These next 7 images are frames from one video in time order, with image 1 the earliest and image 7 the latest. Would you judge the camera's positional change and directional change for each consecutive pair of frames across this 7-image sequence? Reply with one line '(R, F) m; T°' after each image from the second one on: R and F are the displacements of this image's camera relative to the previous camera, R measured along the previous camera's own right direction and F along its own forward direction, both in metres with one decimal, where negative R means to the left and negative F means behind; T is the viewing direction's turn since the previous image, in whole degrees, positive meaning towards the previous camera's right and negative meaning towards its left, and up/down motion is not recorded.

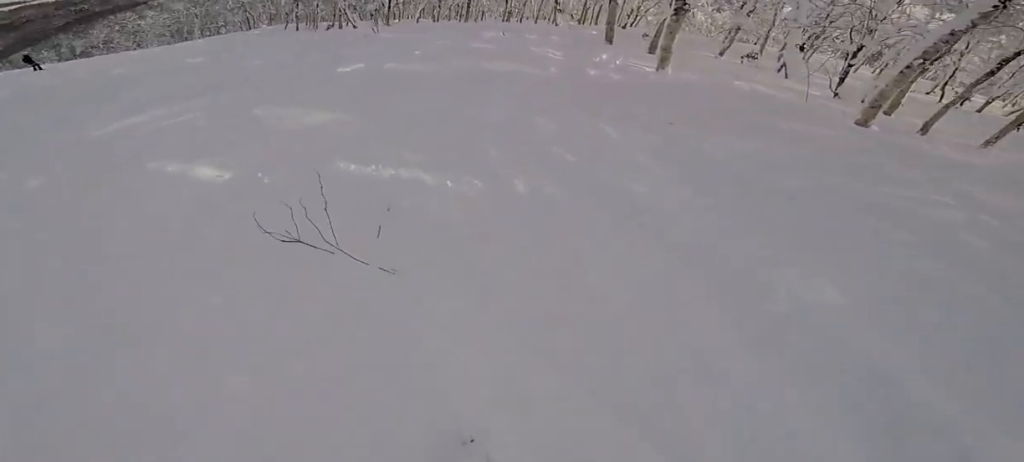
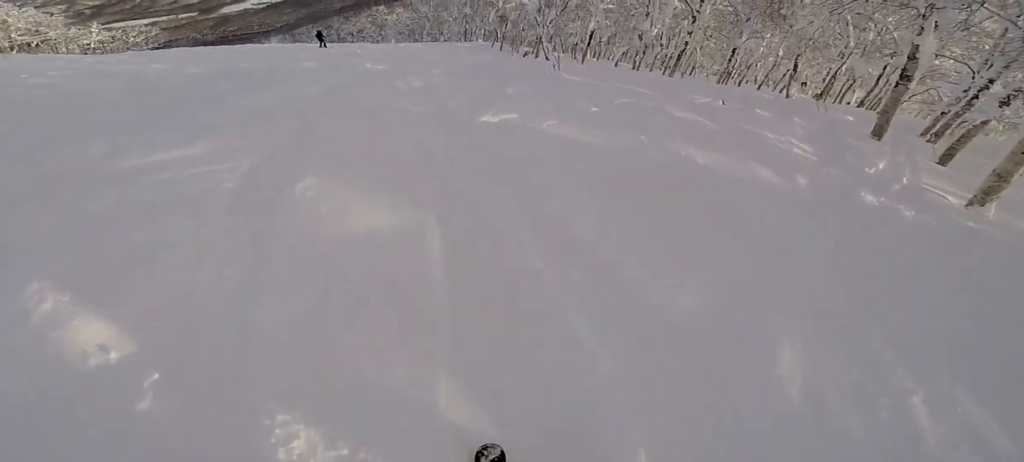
(-0.1, +2.4) m; -29°
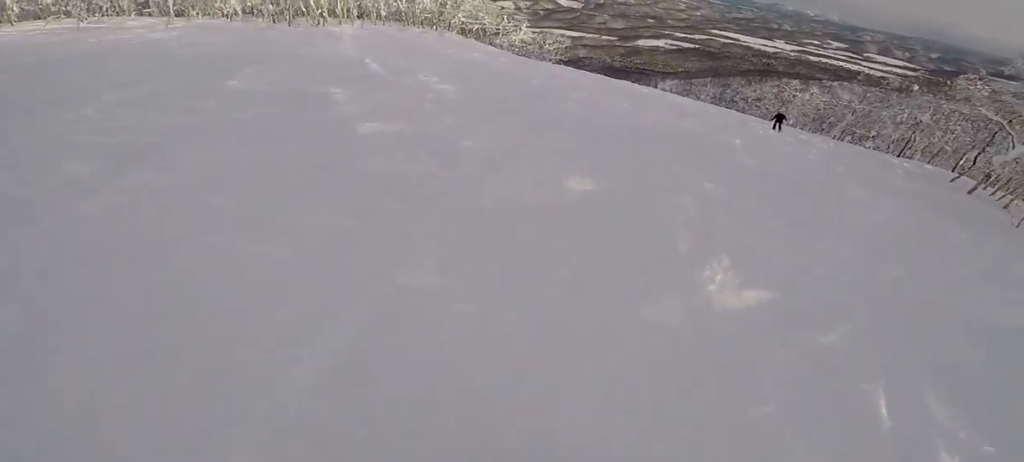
(-1.7, +9.4) m; -18°
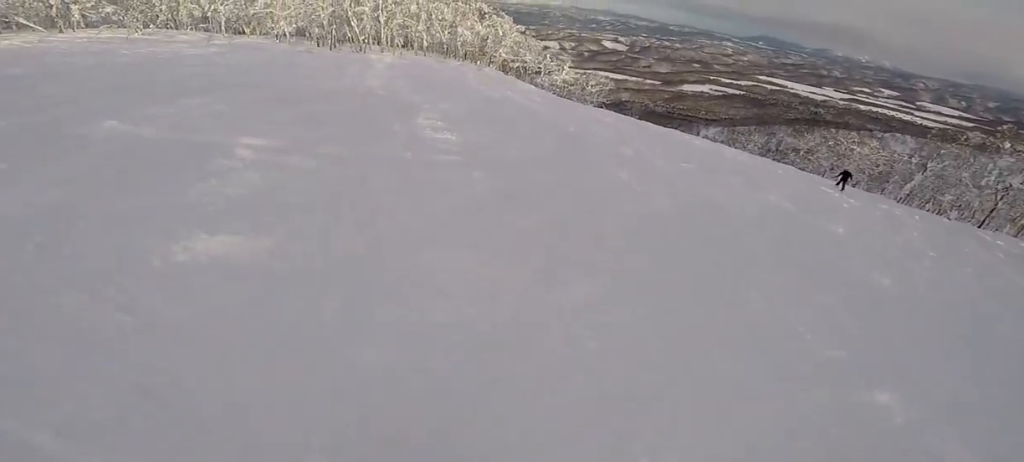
(-1.3, +3.2) m; -13°
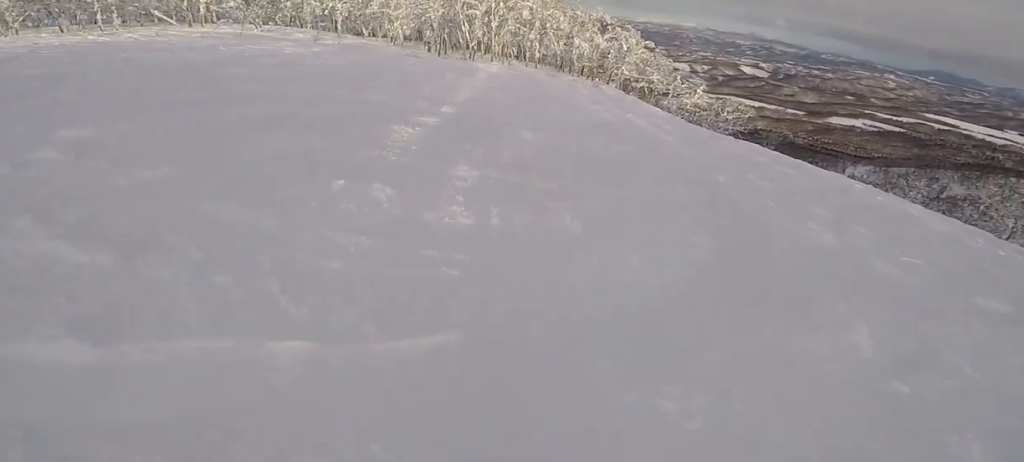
(-0.3, +4.3) m; -13°
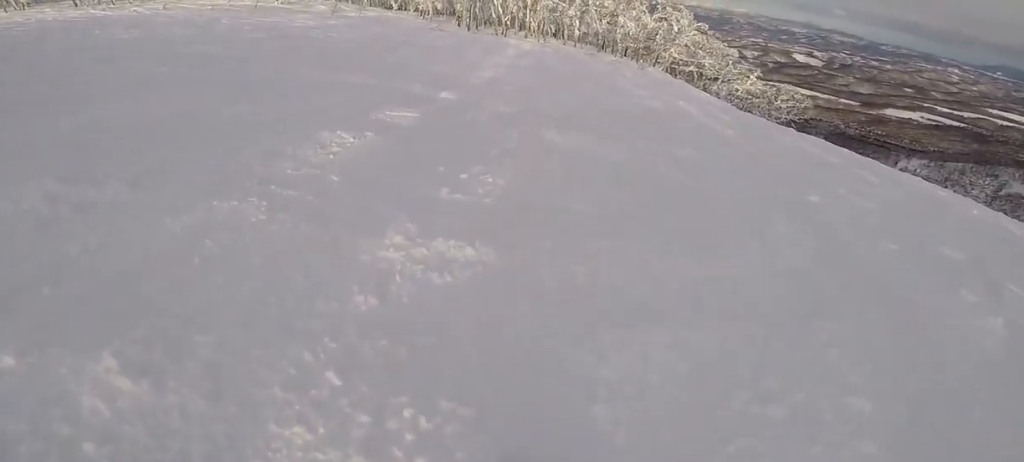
(+0.2, +2.8) m; -6°
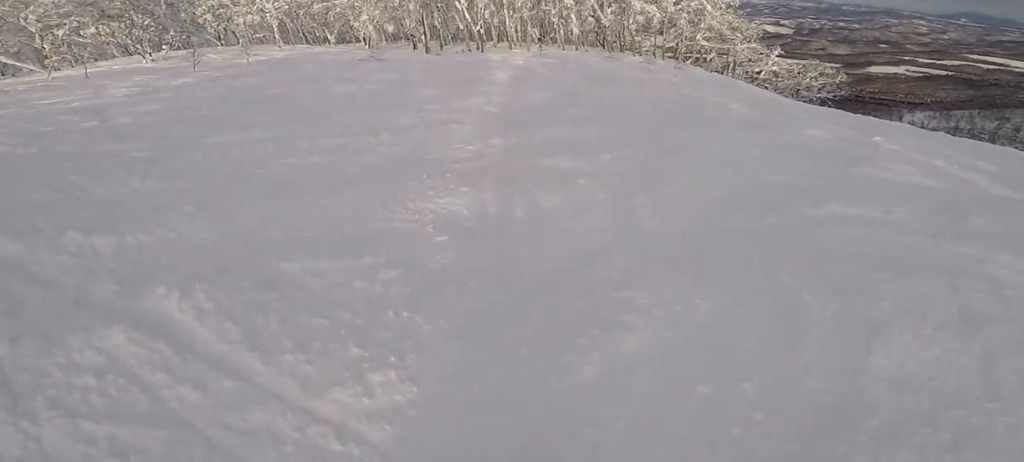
(+0.2, +12.4) m; +11°
